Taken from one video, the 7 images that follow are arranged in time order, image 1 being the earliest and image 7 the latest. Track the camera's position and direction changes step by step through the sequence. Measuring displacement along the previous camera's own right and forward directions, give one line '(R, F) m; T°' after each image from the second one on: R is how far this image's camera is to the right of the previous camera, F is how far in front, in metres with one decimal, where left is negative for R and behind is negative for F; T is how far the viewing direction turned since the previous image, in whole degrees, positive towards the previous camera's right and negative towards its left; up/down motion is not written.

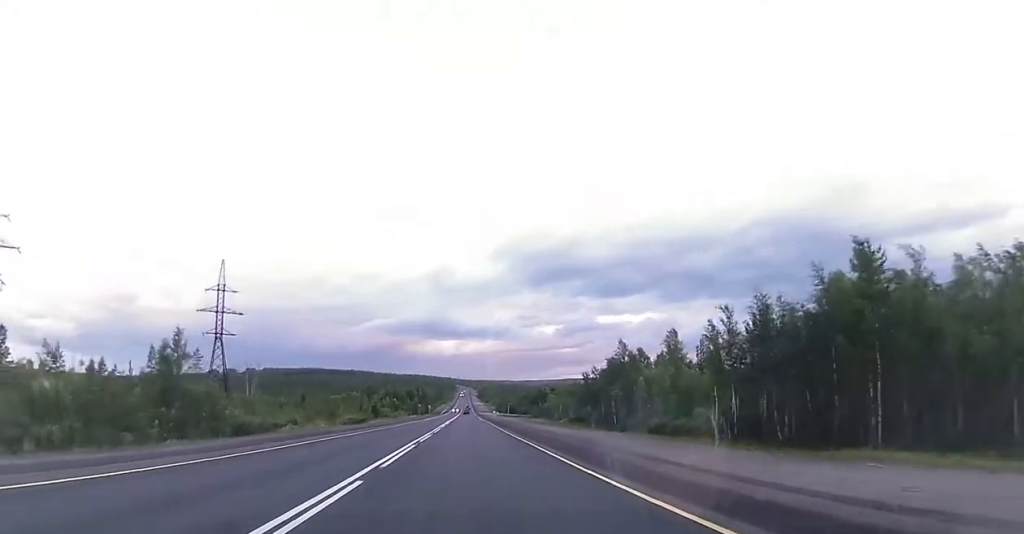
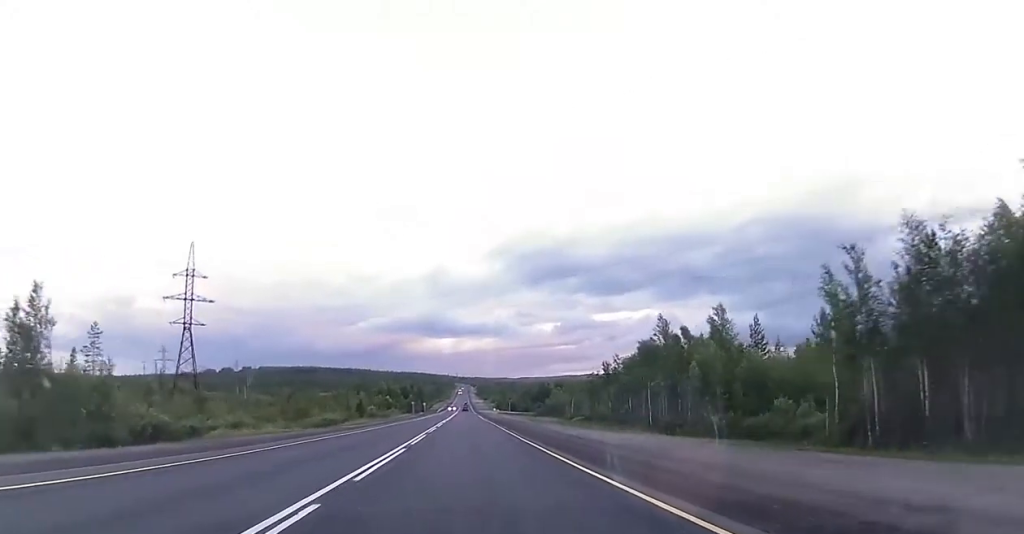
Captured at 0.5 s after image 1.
(-0.2, +14.9) m; 0°
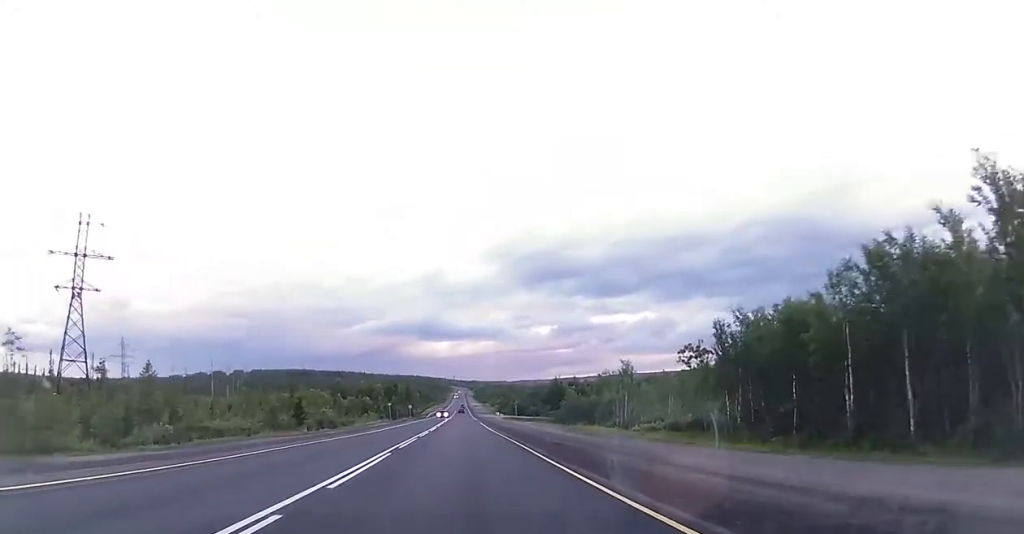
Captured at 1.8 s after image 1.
(+0.6, +36.4) m; +1°
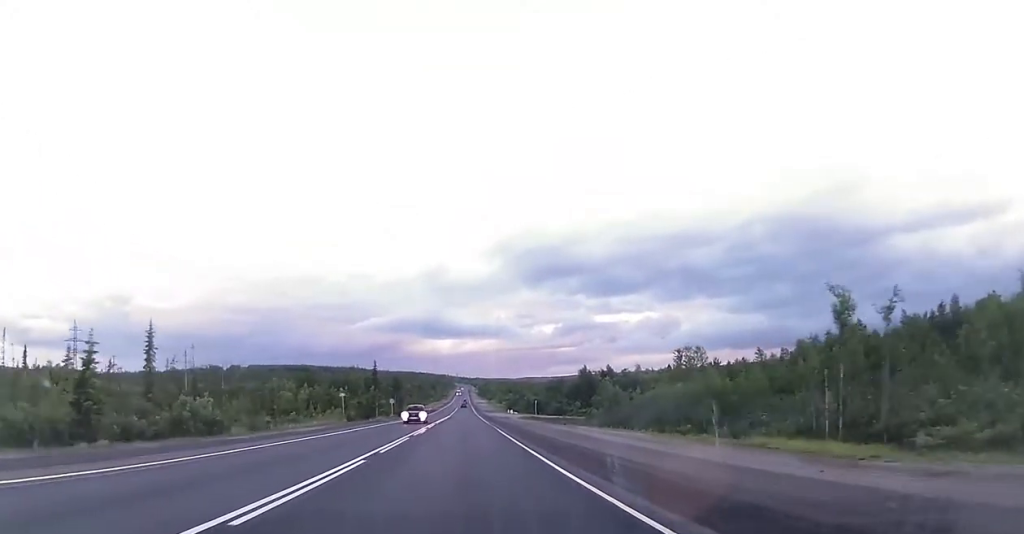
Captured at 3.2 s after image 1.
(-0.4, +39.5) m; 0°
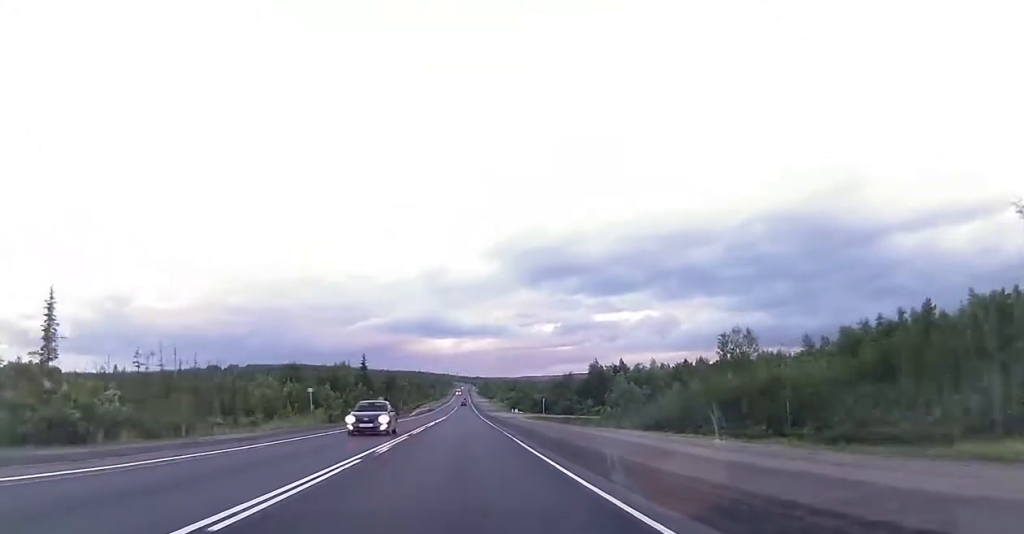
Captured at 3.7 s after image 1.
(0.0, +12.3) m; 0°
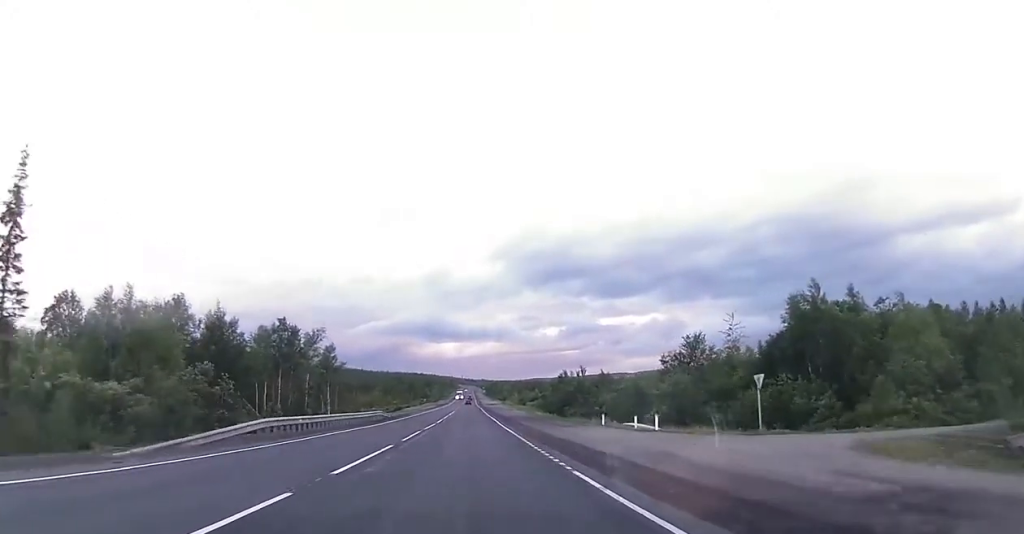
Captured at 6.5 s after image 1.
(-0.2, +82.3) m; -1°
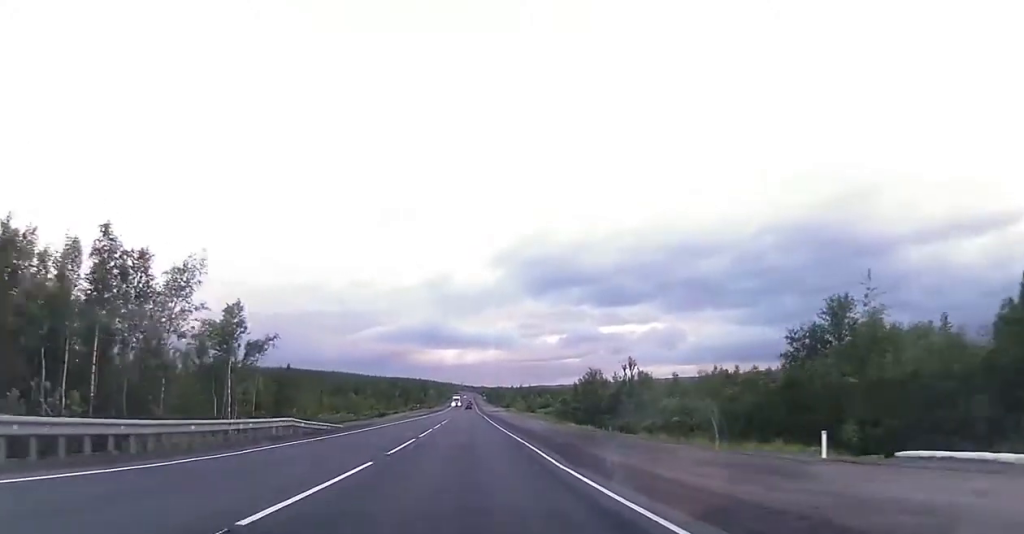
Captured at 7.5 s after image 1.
(-0.2, +29.1) m; -1°
